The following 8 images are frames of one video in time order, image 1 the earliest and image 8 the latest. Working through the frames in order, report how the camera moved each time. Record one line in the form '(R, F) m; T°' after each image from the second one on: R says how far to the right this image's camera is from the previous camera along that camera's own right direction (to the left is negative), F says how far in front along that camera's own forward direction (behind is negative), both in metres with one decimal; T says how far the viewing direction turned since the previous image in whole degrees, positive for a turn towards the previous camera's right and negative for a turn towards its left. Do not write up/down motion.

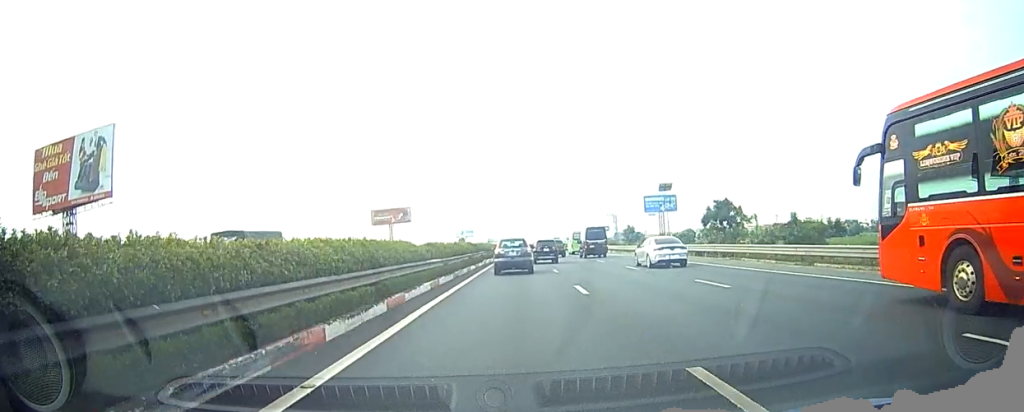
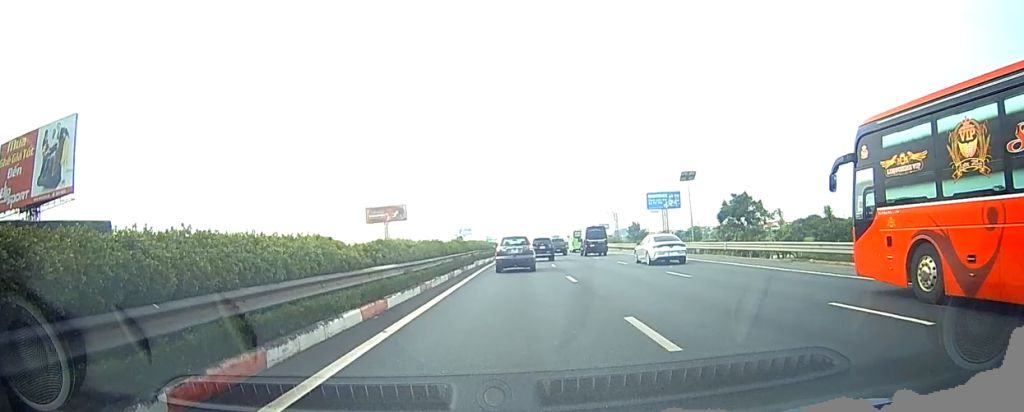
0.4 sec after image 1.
(0.0, +10.0) m; 0°
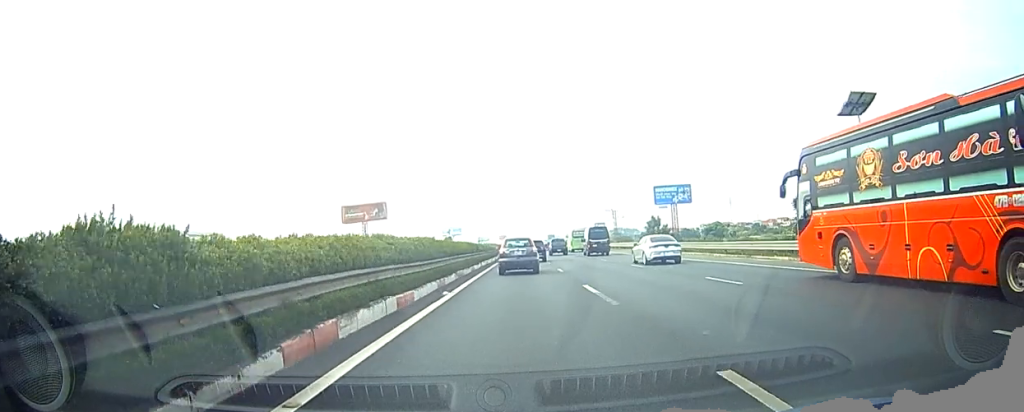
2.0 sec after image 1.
(+0.4, +31.8) m; +2°
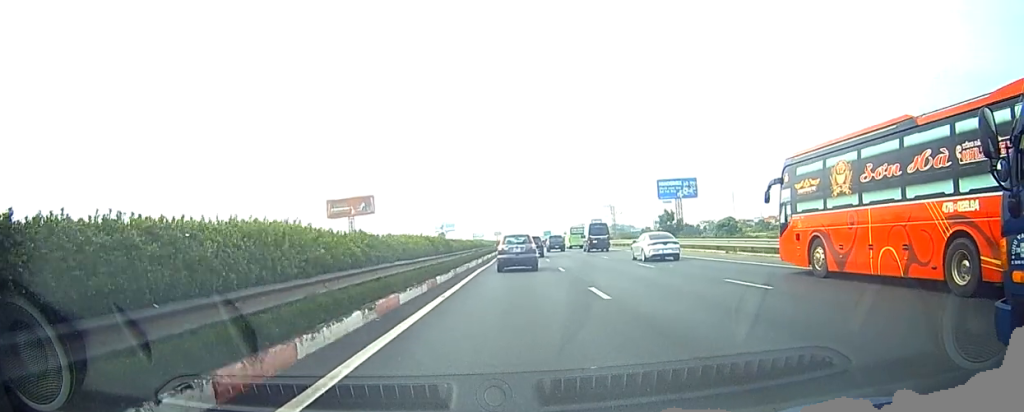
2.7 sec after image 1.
(+0.2, +14.7) m; +1°
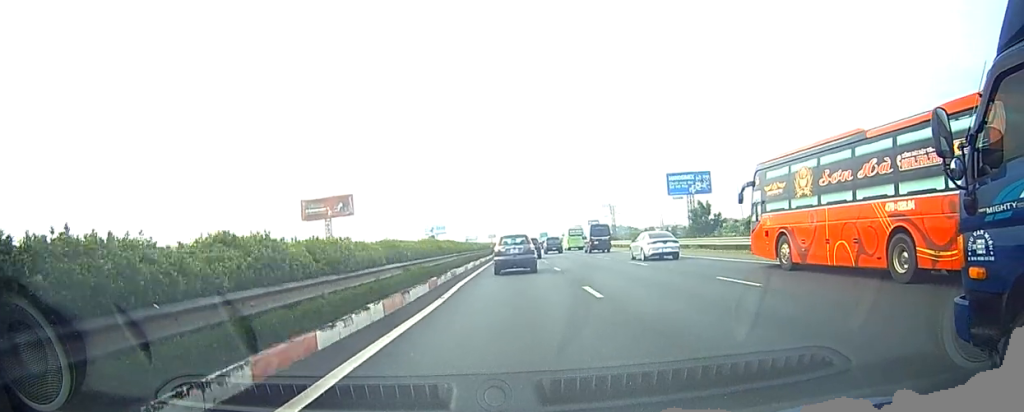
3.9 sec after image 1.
(+0.1, +24.6) m; 0°
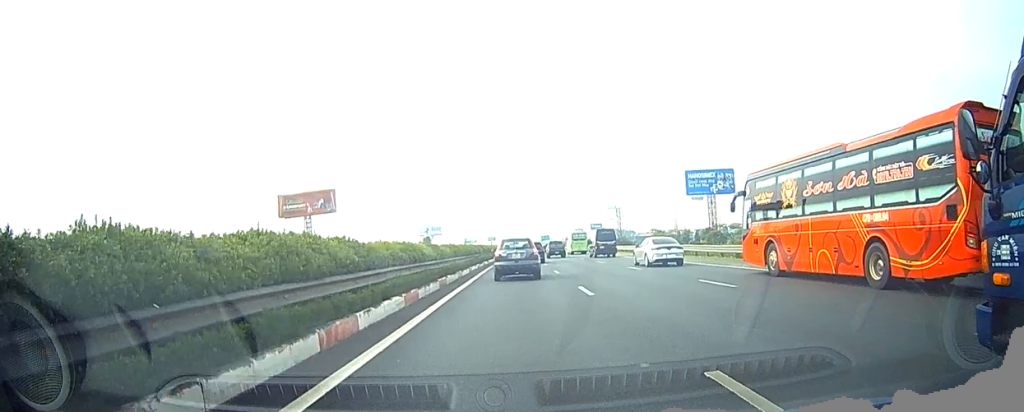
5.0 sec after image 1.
(0.0, +24.1) m; 0°
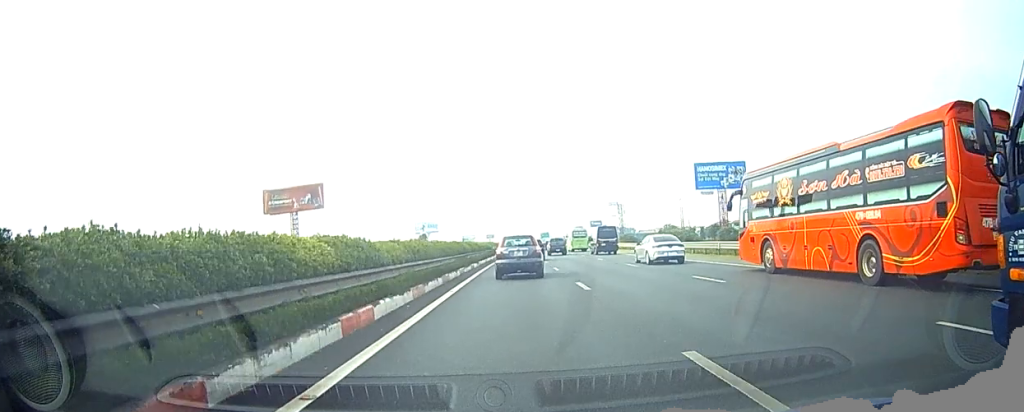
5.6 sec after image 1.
(-0.1, +11.1) m; 0°
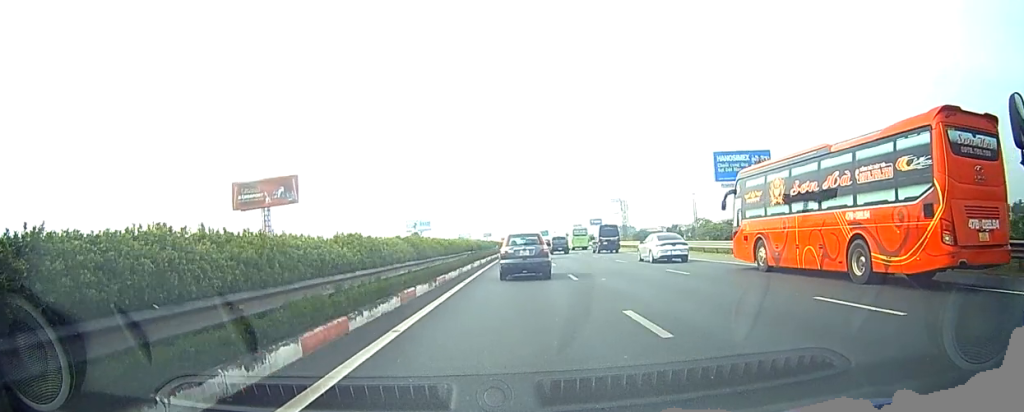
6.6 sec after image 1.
(-0.1, +19.8) m; 0°
